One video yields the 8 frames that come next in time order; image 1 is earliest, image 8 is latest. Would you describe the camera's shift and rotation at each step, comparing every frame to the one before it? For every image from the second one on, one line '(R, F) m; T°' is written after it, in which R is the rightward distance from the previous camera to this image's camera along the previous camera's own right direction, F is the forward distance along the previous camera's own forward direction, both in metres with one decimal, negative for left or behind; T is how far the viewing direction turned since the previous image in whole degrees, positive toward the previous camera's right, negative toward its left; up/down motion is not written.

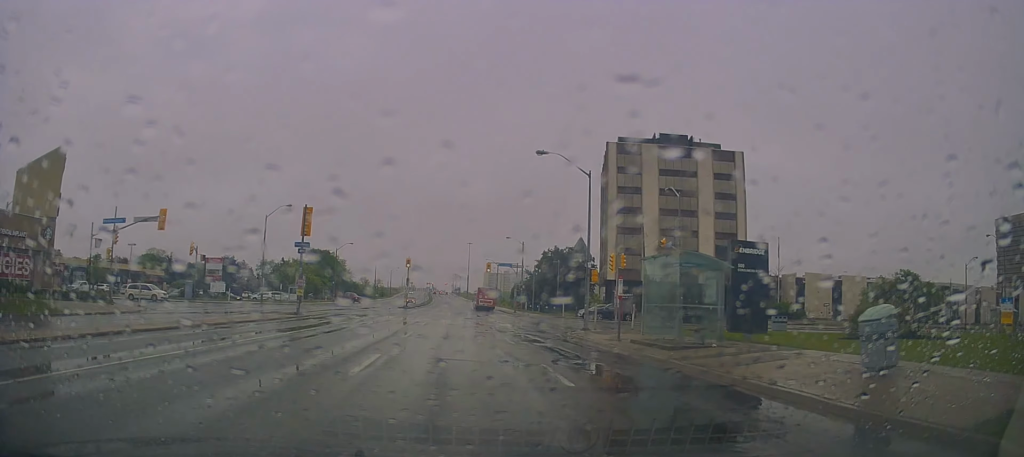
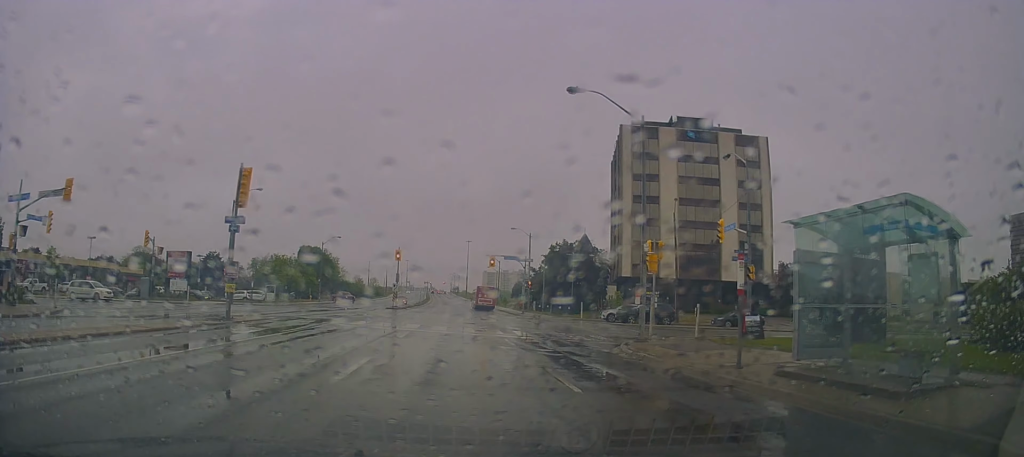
(+0.2, +10.0) m; 0°
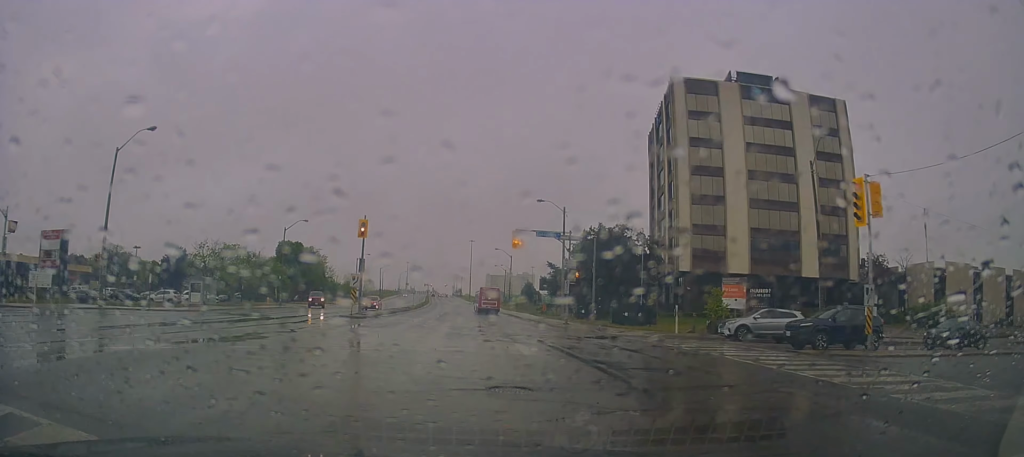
(-0.4, +23.3) m; -1°
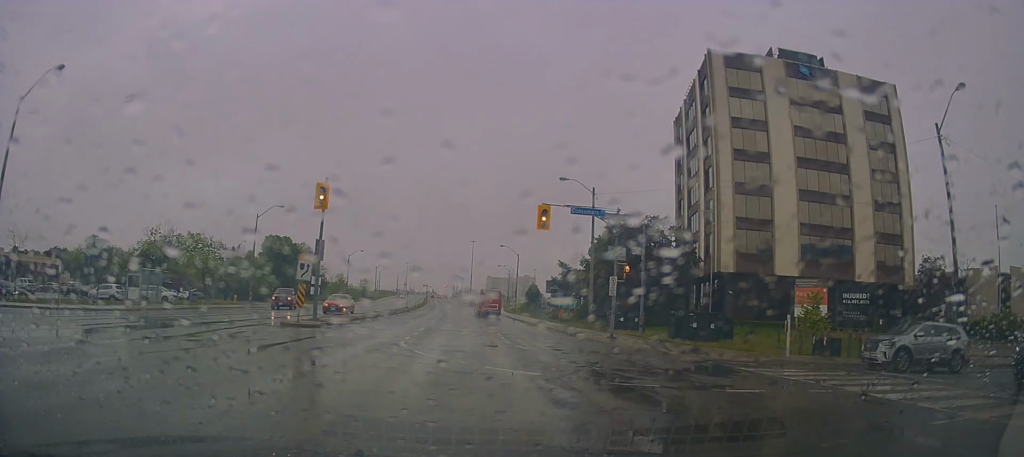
(+0.1, +11.4) m; -1°
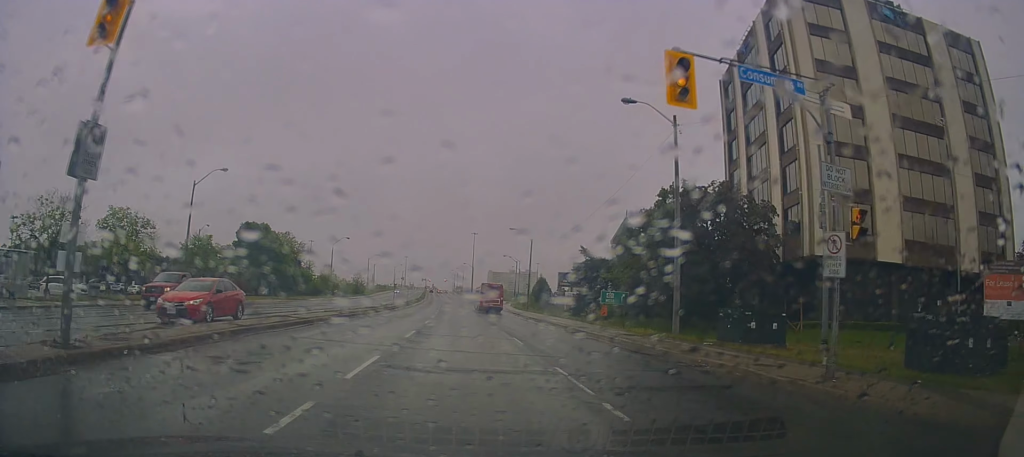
(-0.4, +16.5) m; +1°
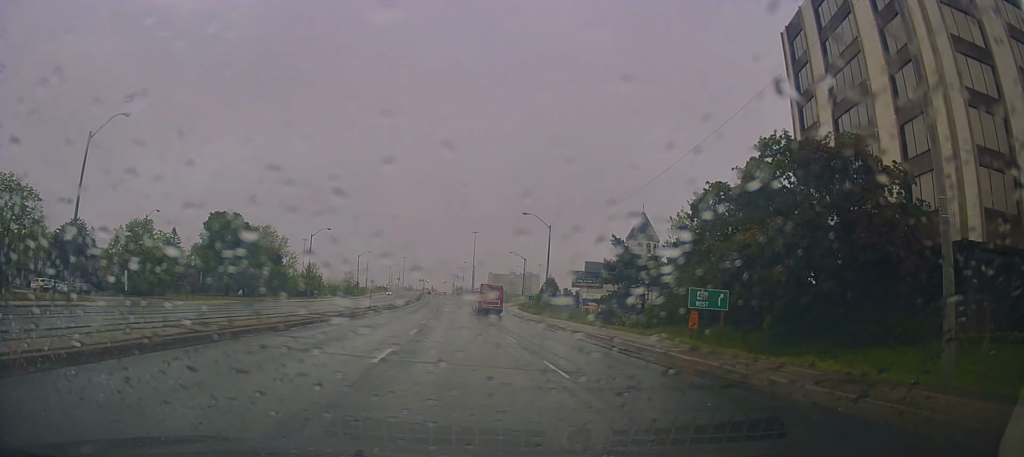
(+0.6, +16.3) m; -1°
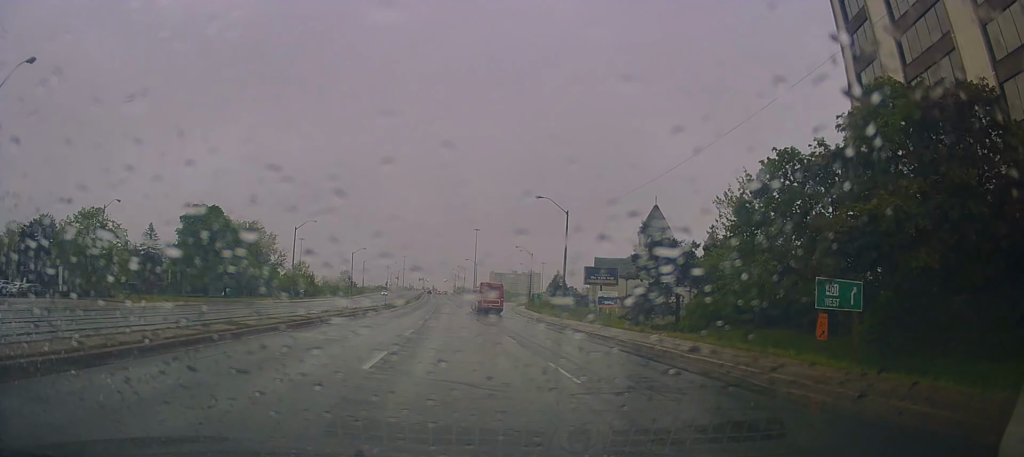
(-0.6, +9.7) m; -1°
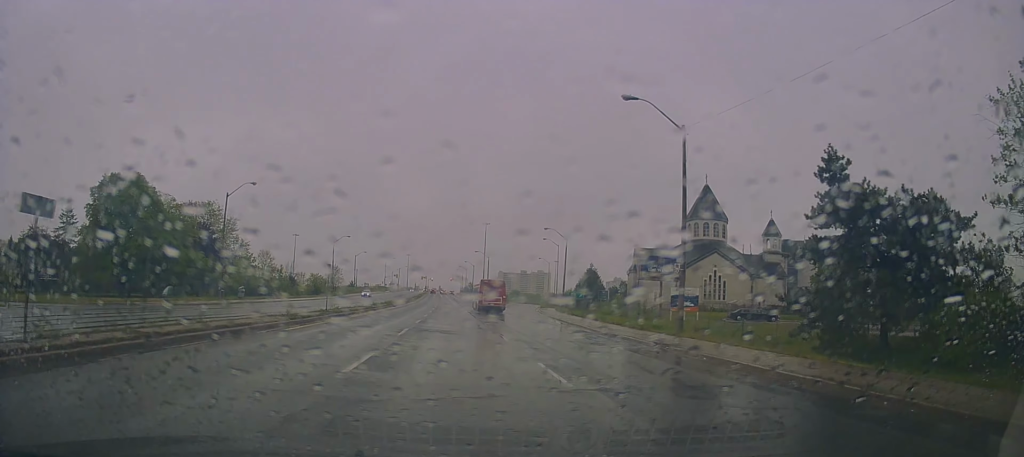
(+0.5, +28.2) m; +1°
